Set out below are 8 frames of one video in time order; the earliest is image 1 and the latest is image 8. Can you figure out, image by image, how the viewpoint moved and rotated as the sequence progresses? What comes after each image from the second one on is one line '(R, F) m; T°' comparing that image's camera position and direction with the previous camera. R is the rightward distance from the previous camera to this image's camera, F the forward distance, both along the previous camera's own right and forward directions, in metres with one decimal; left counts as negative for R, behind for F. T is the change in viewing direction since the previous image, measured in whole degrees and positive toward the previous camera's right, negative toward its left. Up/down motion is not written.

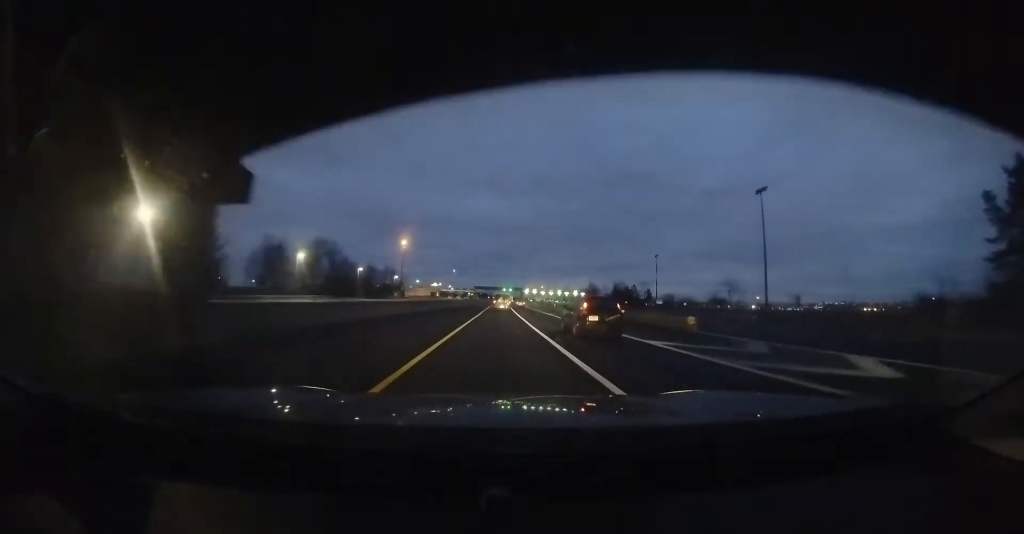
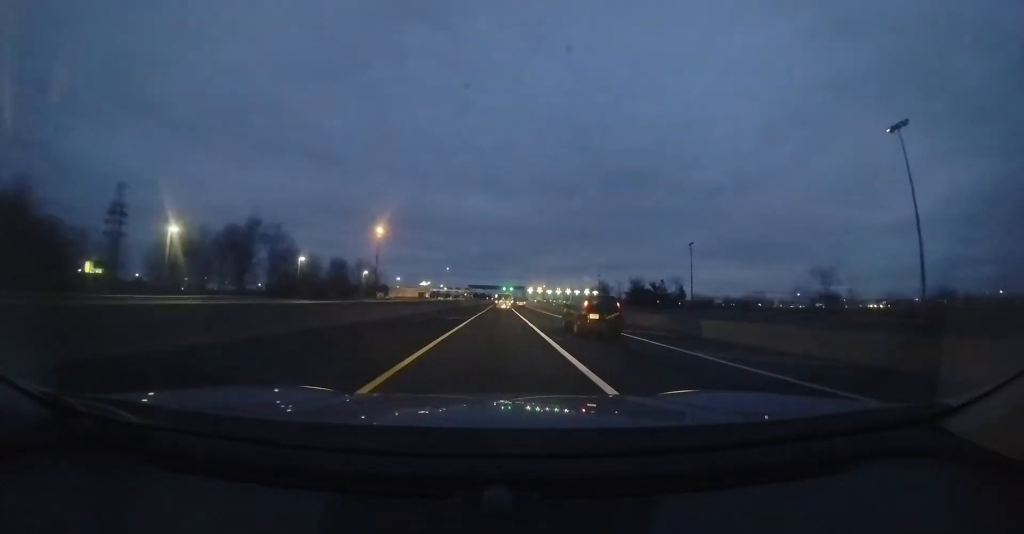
(-0.5, +29.4) m; -1°
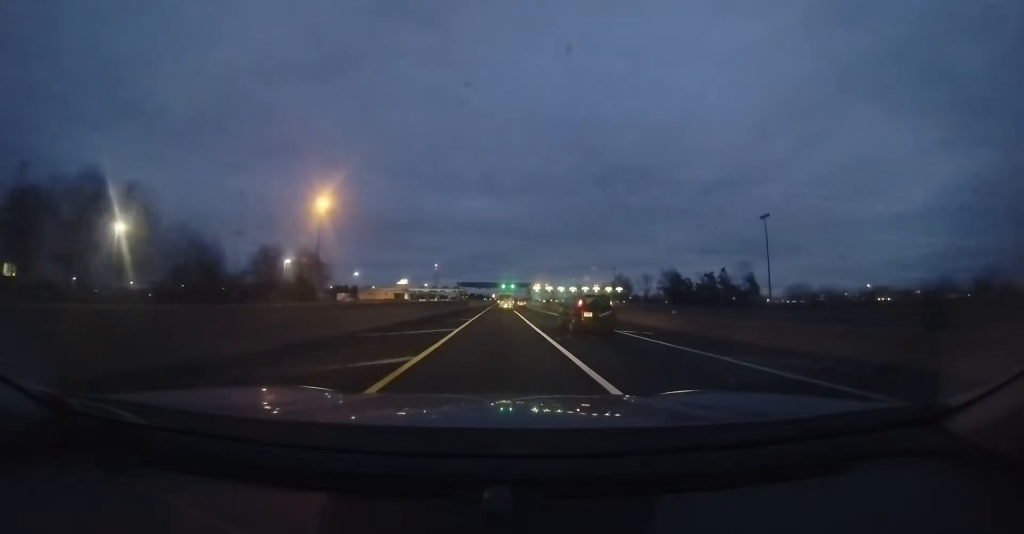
(+0.4, +39.2) m; +1°
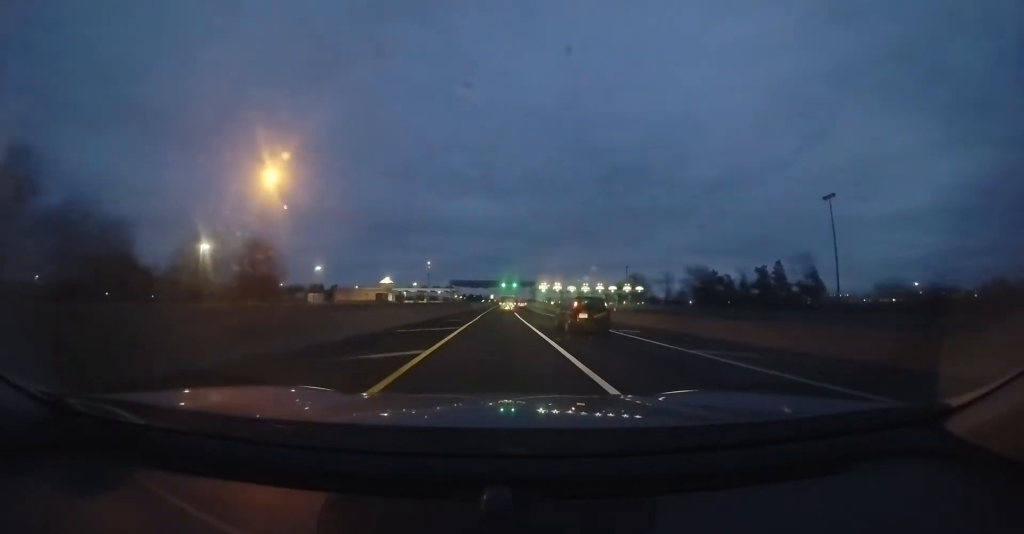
(0.0, +21.4) m; +1°
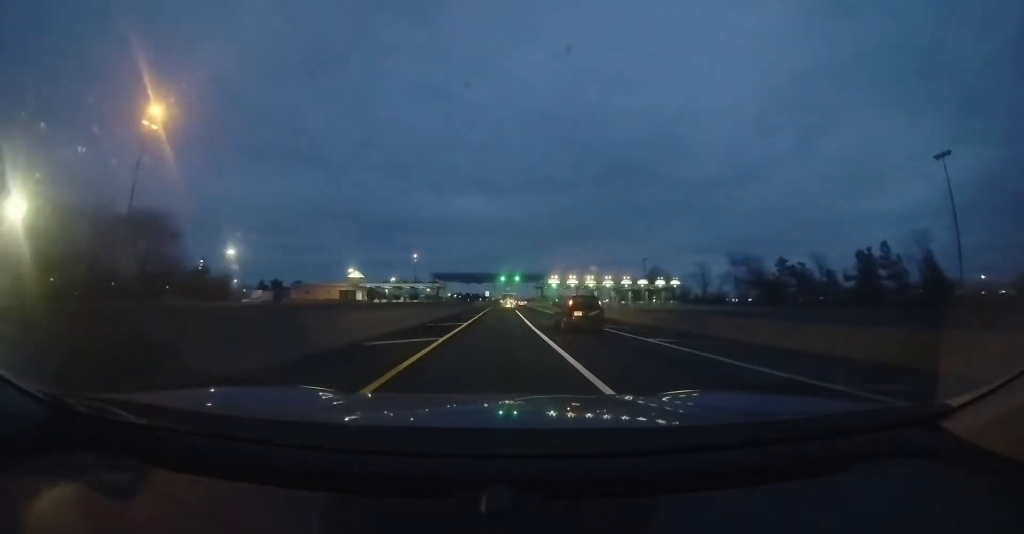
(+0.4, +27.5) m; 0°
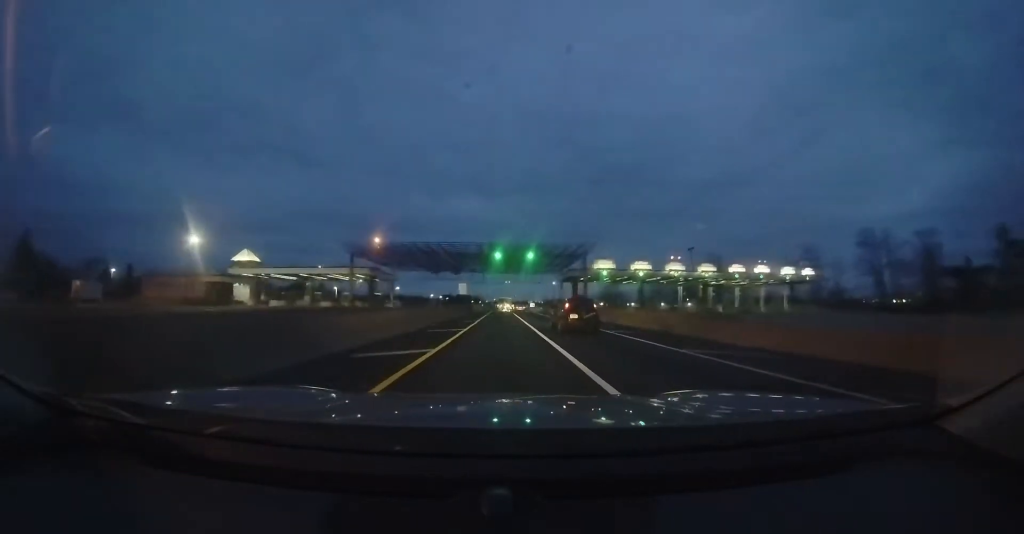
(-0.2, +47.9) m; 0°
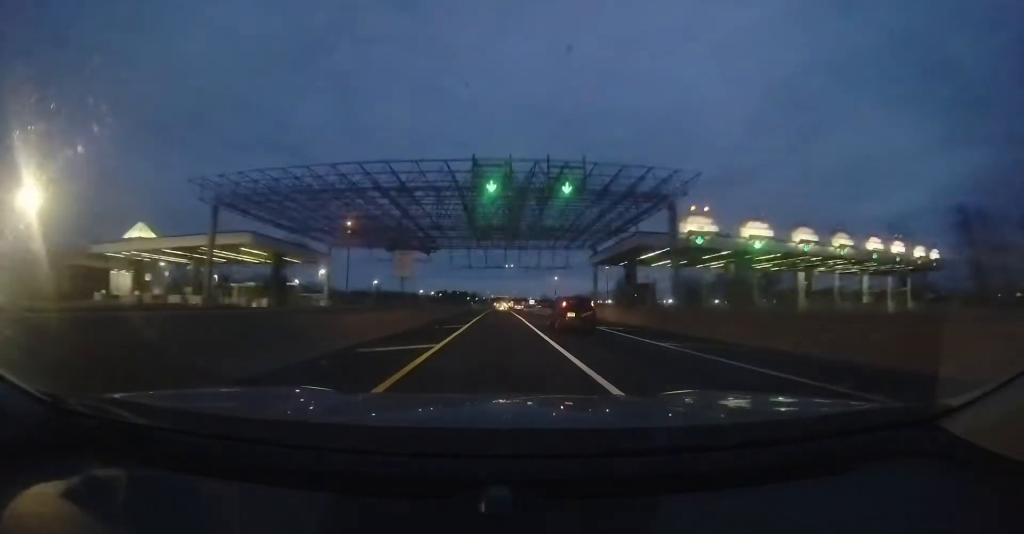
(+0.1, +22.2) m; 0°
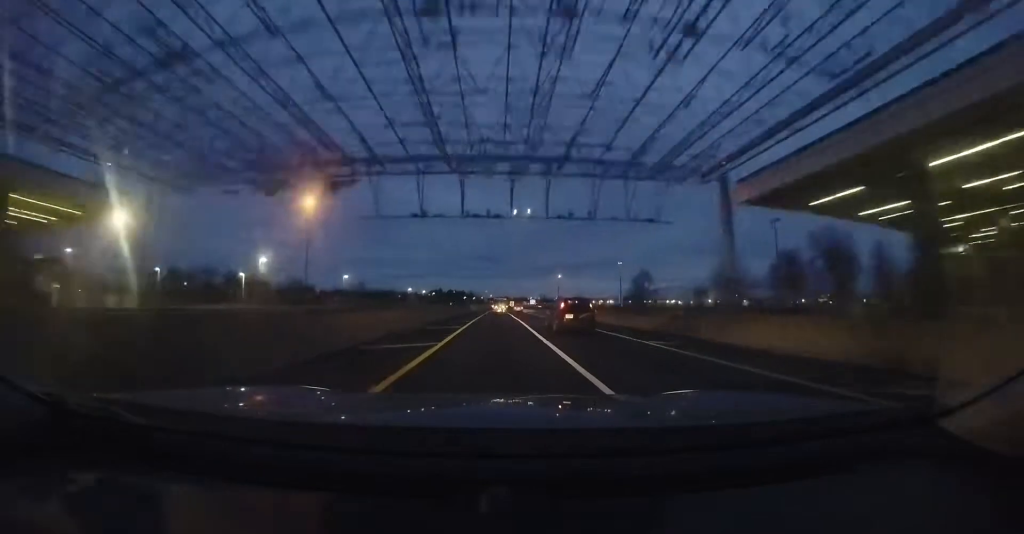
(0.0, +22.1) m; 0°
